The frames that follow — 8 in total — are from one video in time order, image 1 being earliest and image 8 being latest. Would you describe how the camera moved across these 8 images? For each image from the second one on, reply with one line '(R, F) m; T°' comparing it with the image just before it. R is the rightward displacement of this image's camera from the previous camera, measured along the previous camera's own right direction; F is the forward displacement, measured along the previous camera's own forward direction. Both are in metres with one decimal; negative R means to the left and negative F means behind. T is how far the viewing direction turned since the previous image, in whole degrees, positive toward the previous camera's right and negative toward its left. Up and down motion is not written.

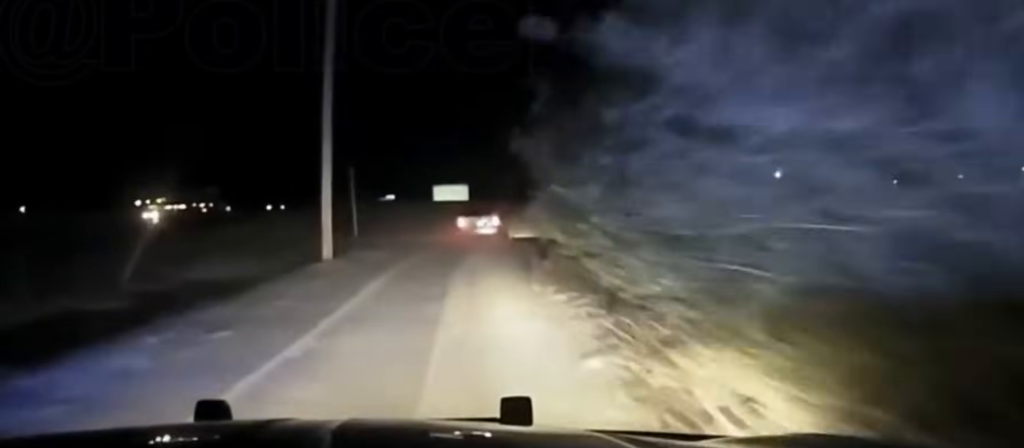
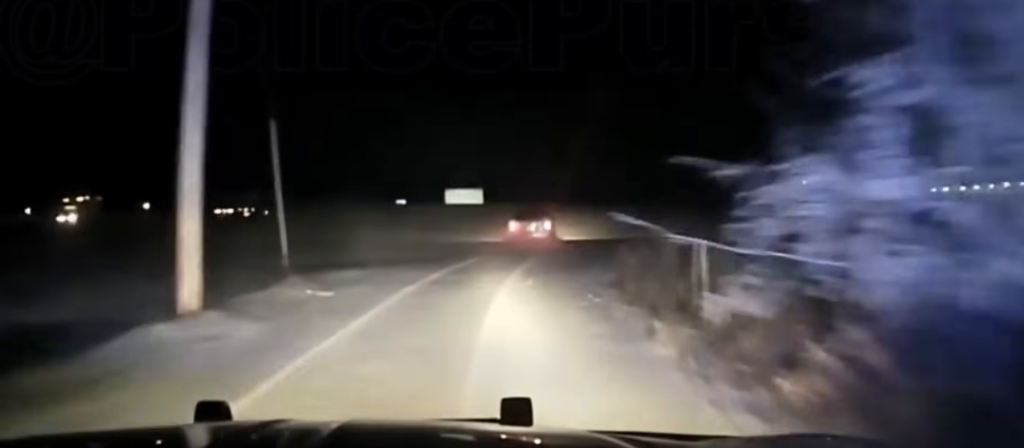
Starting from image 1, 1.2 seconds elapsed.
(-0.5, +14.4) m; 0°
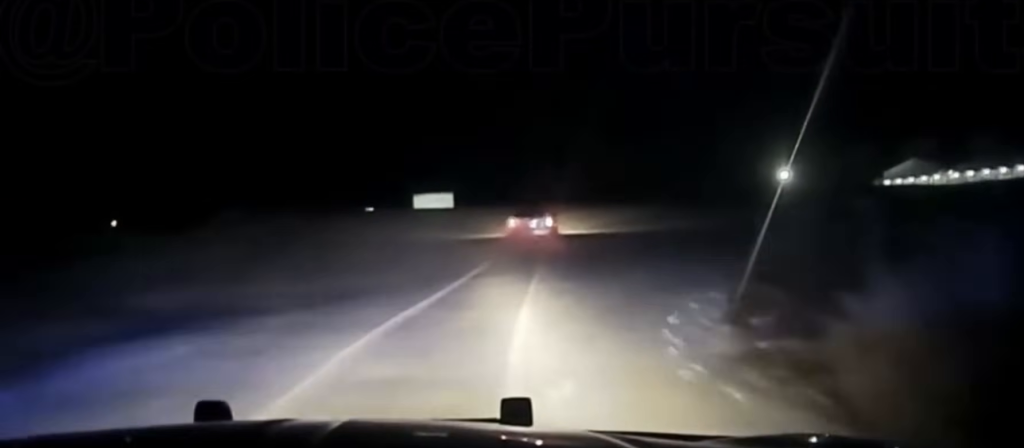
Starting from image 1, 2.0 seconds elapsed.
(+0.2, +10.9) m; +2°
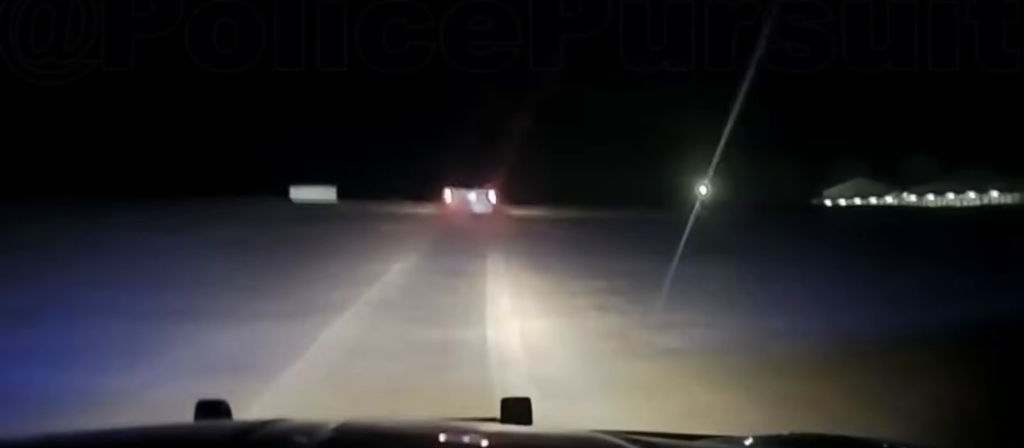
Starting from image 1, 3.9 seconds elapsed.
(+1.1, +26.9) m; +3°
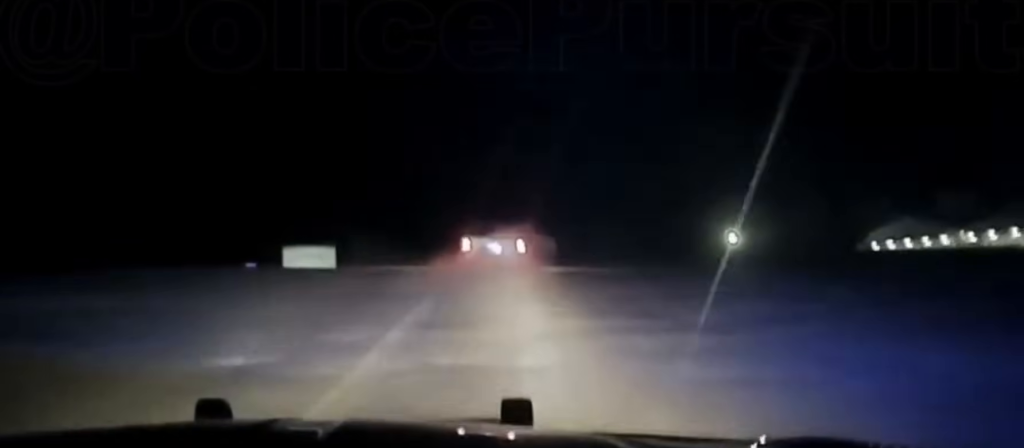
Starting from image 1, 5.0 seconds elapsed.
(0.0, +17.2) m; 0°
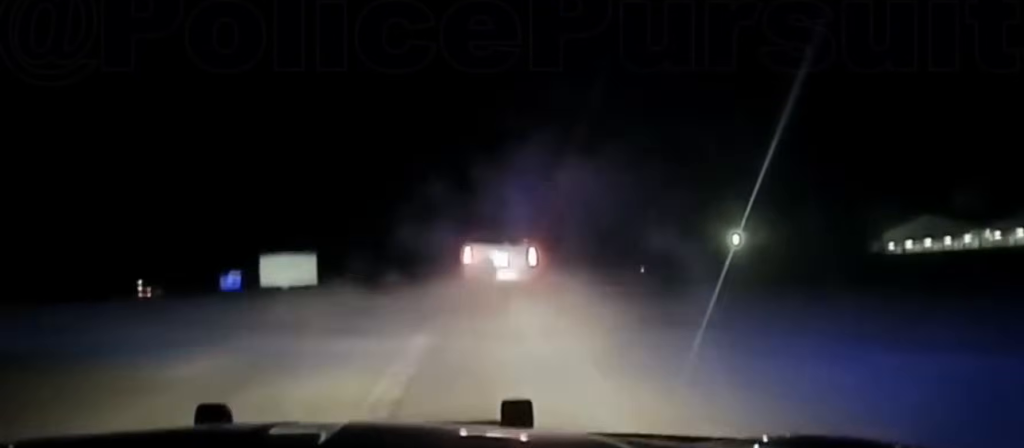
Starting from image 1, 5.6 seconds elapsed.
(+0.1, +10.0) m; -1°
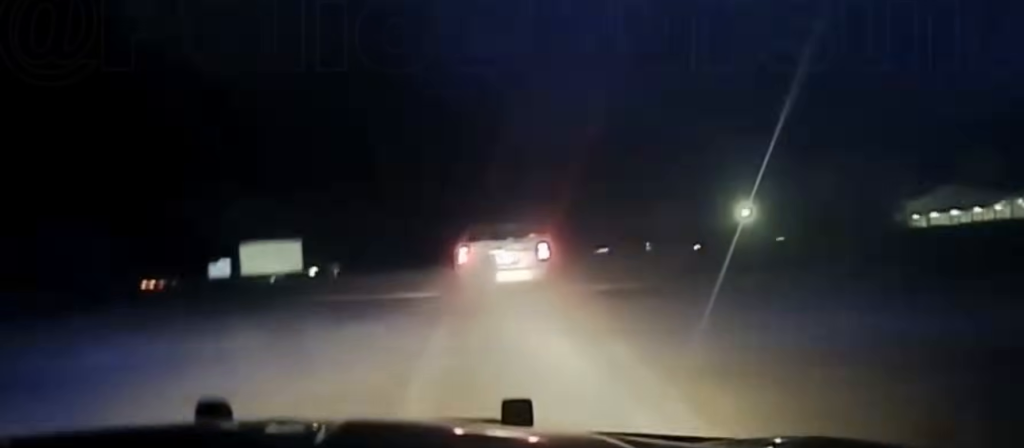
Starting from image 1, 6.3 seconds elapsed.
(-0.1, +9.7) m; -1°
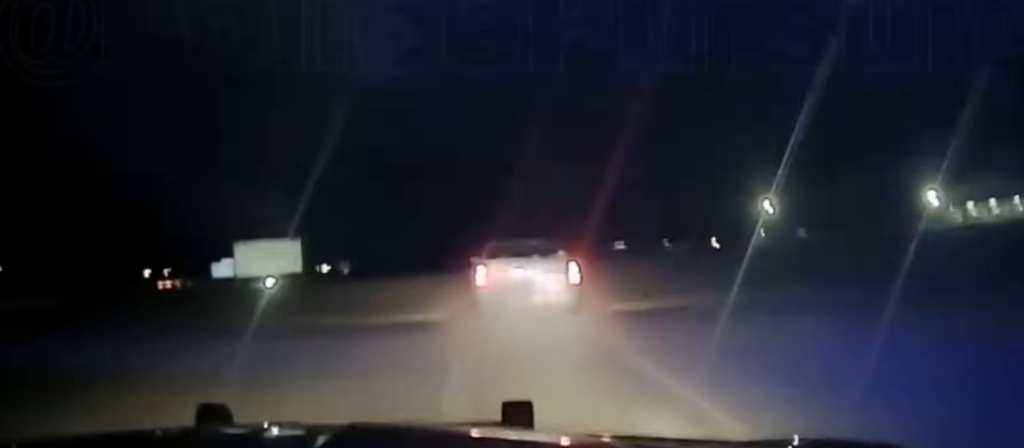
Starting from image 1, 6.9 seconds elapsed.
(-0.3, +8.3) m; -1°
